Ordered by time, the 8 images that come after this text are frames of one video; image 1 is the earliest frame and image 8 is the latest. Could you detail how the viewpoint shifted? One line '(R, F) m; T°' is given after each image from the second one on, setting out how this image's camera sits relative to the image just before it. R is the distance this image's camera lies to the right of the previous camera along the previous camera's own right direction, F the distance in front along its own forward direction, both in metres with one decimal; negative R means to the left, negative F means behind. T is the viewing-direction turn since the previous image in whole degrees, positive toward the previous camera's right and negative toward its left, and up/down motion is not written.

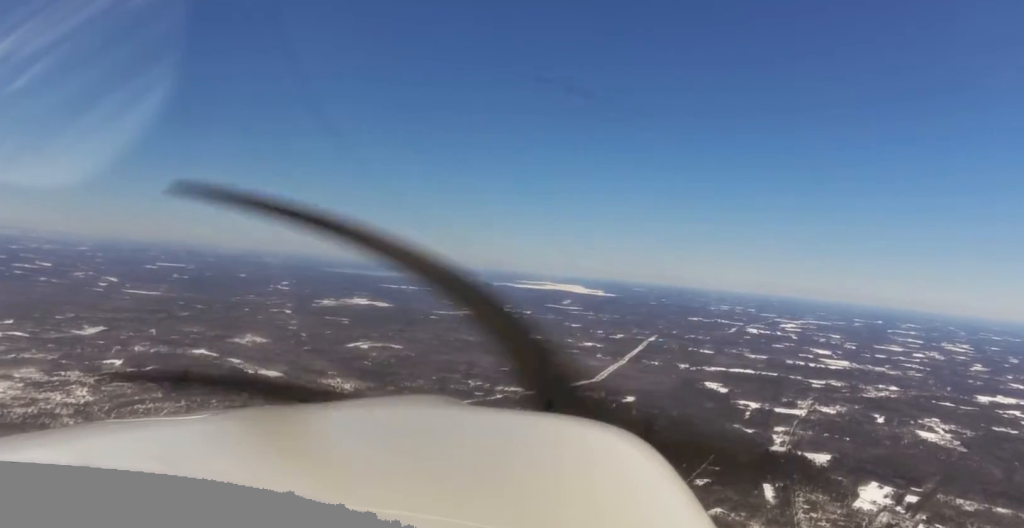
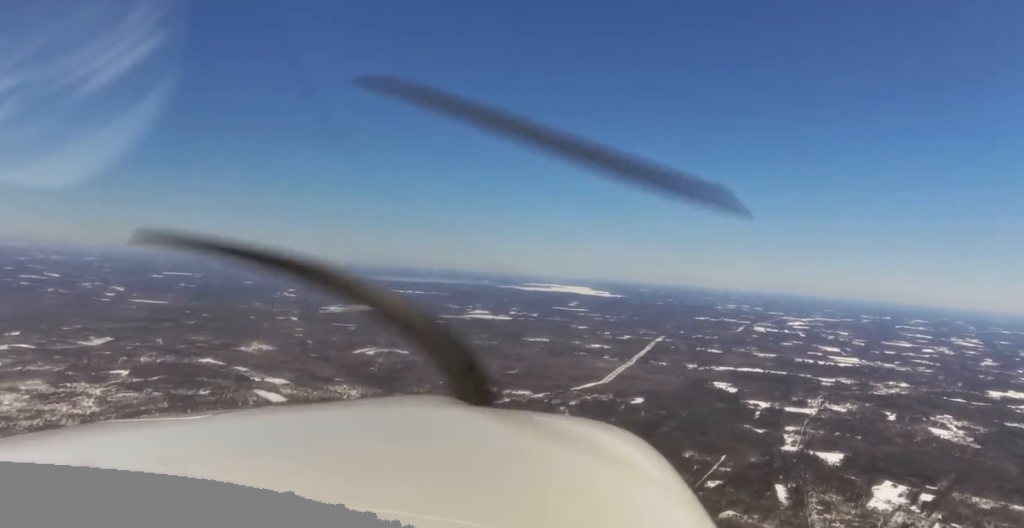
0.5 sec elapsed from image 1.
(+0.2, +35.6) m; 0°
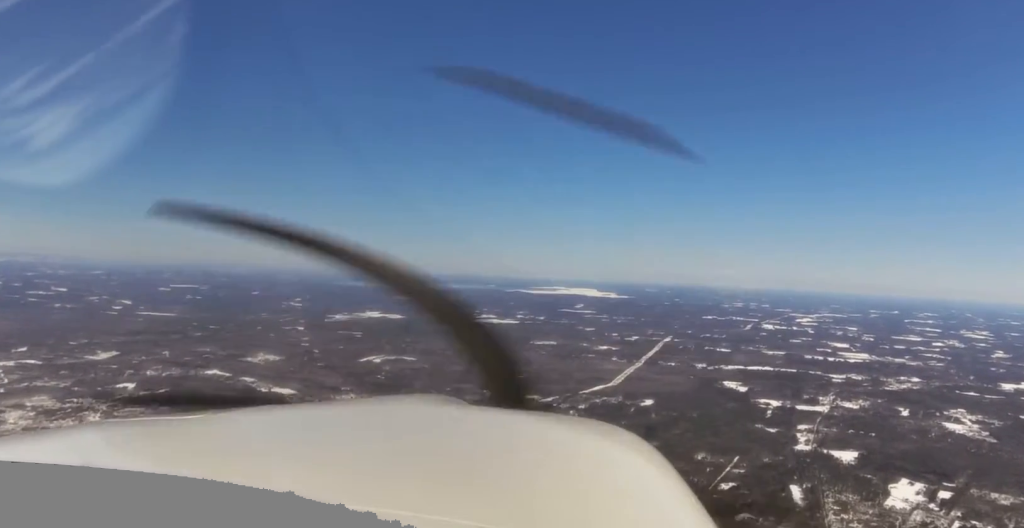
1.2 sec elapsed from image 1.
(0.0, +44.5) m; 0°
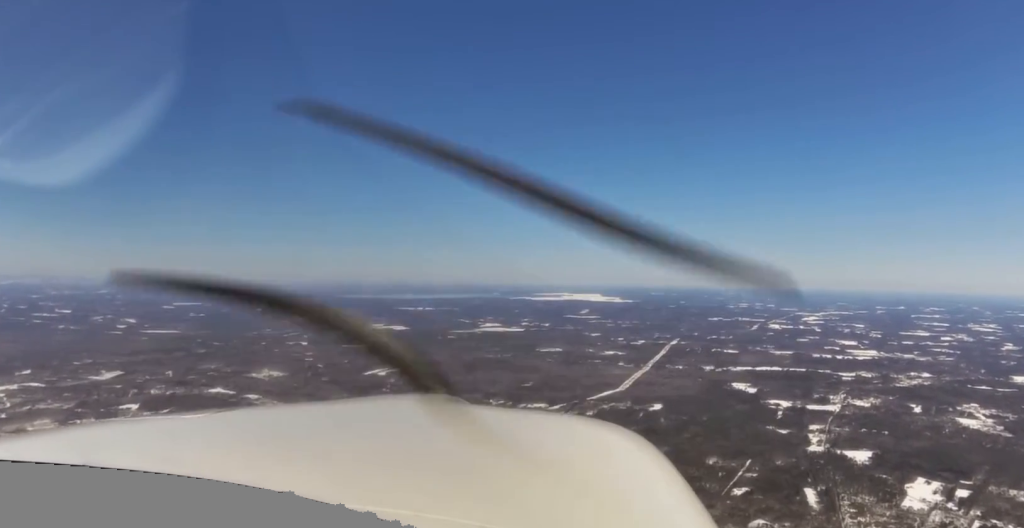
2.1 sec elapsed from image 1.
(+0.2, +58.0) m; 0°
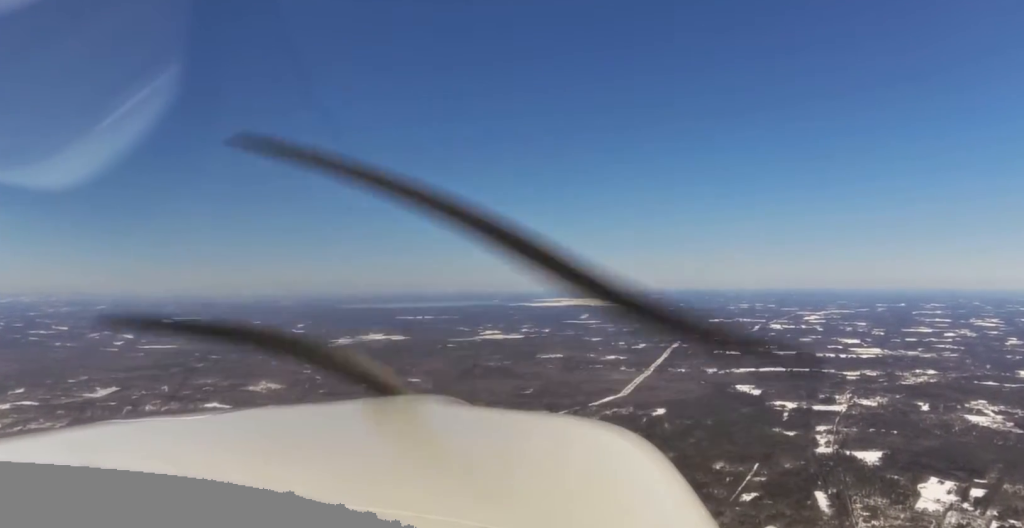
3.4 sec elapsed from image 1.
(0.0, +87.1) m; 0°
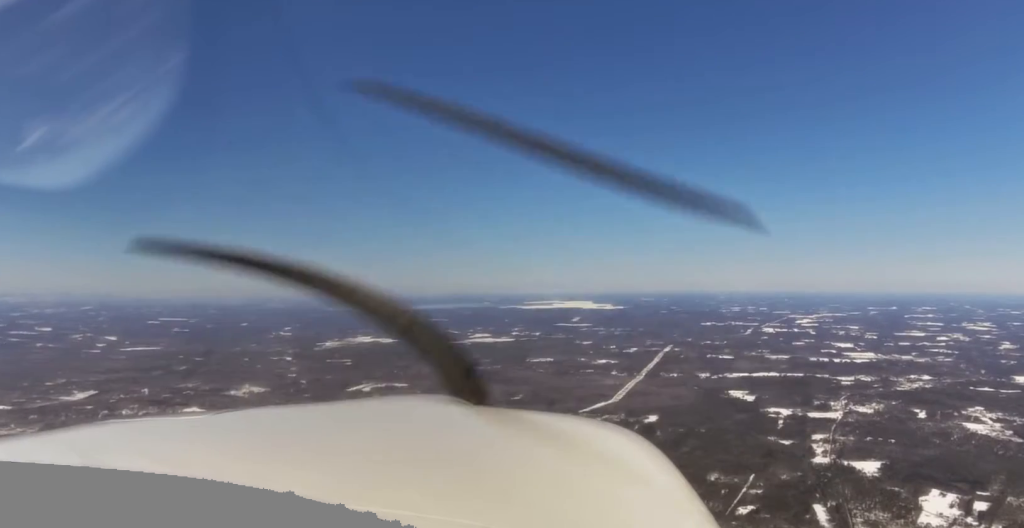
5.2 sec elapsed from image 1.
(-0.5, +125.3) m; 0°
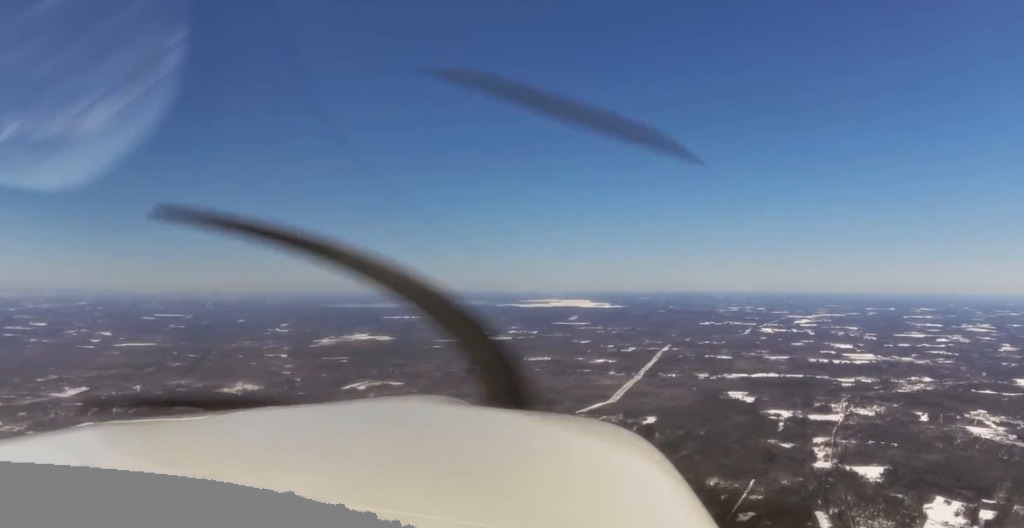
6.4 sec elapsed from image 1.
(+0.8, +78.6) m; 0°
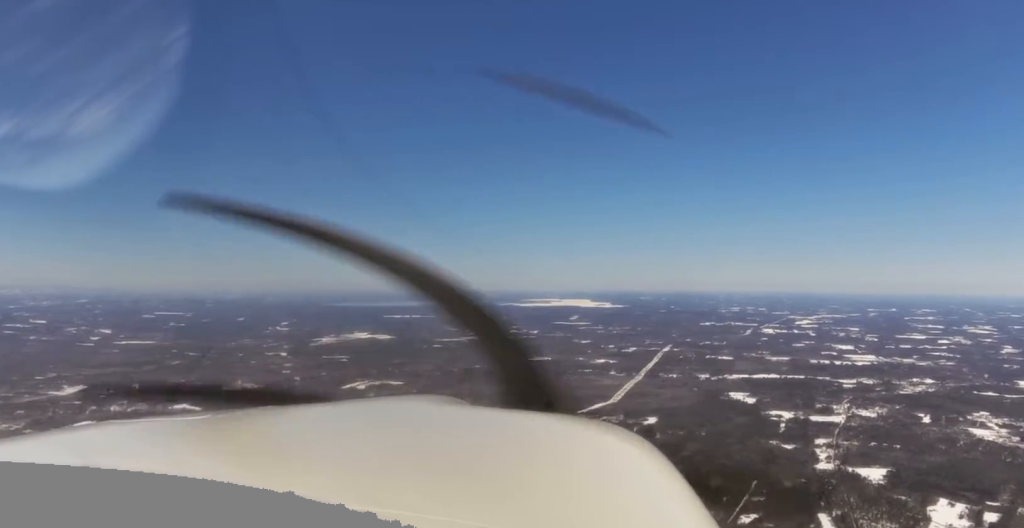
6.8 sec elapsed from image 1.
(-0.1, +26.9) m; 0°
